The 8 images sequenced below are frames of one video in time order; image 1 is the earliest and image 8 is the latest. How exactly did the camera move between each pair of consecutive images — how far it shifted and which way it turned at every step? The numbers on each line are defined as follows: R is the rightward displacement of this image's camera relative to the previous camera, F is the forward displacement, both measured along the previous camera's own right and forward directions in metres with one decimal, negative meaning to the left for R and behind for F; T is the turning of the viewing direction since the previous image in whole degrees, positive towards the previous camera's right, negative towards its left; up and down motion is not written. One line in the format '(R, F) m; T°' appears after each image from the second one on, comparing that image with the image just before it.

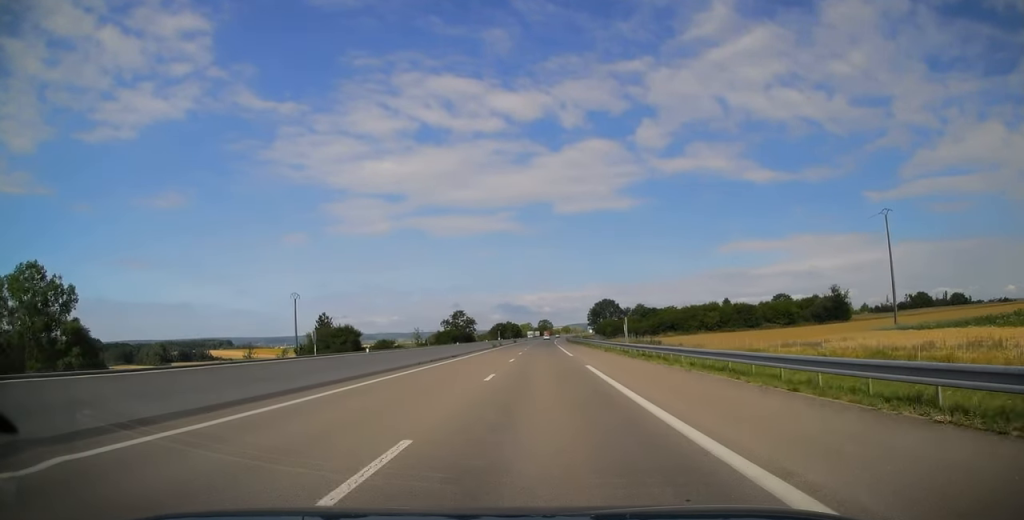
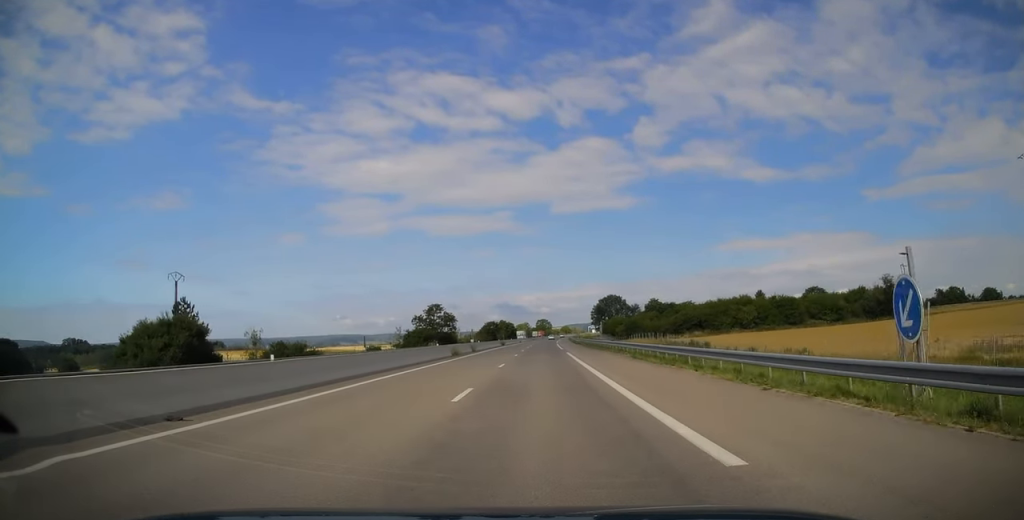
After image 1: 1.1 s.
(-0.1, +33.3) m; 0°
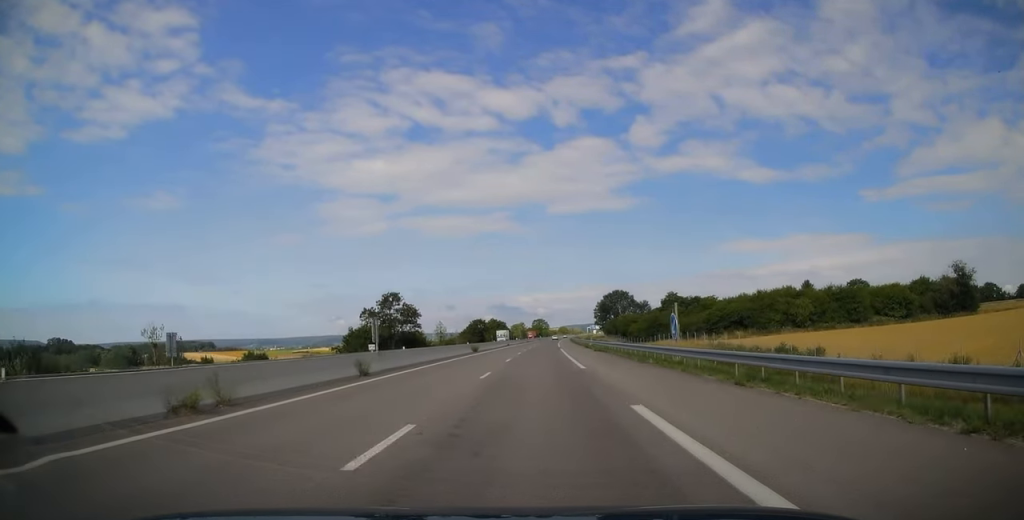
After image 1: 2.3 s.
(+0.2, +33.8) m; 0°
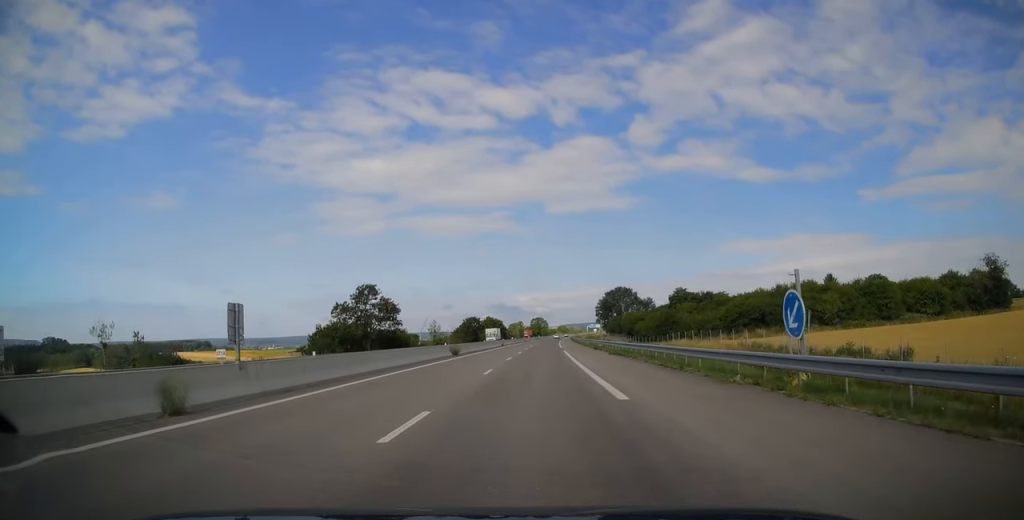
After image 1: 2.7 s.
(-0.1, +12.2) m; 0°
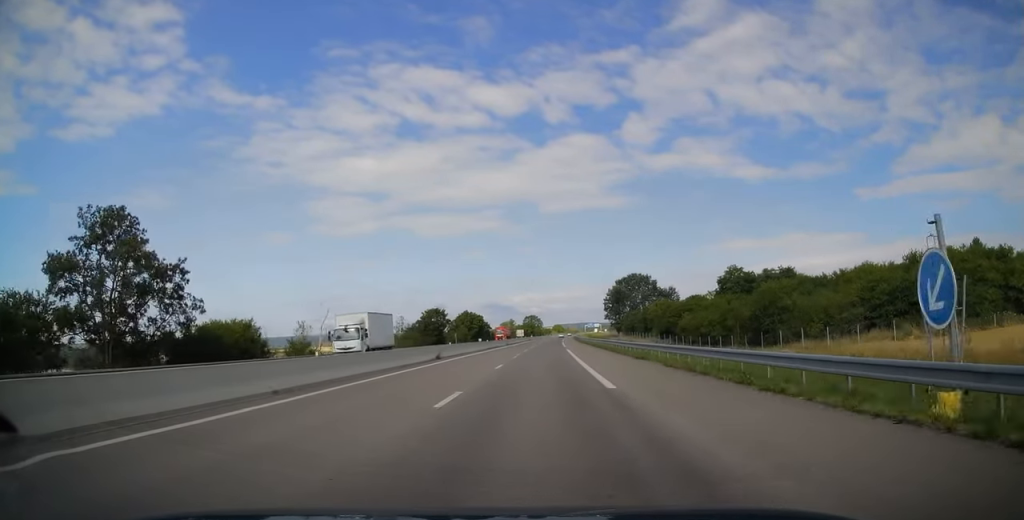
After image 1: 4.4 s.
(+0.2, +49.7) m; +2°
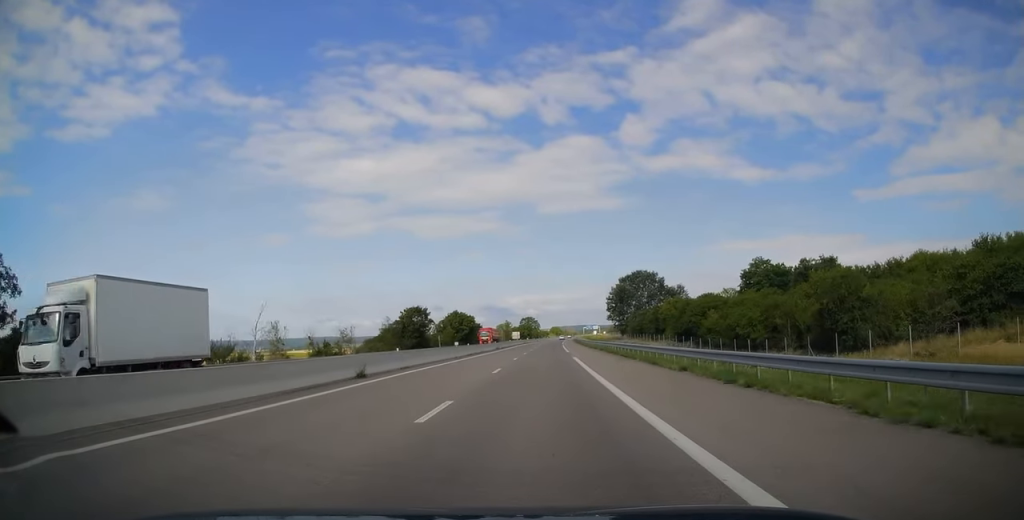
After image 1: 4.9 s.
(+0.2, +15.1) m; 0°
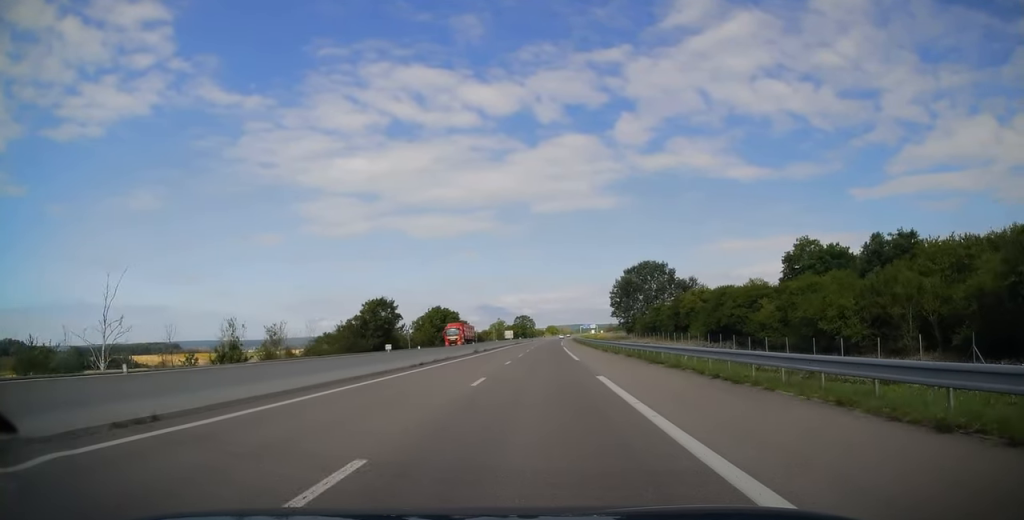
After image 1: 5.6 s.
(+0.1, +19.5) m; 0°
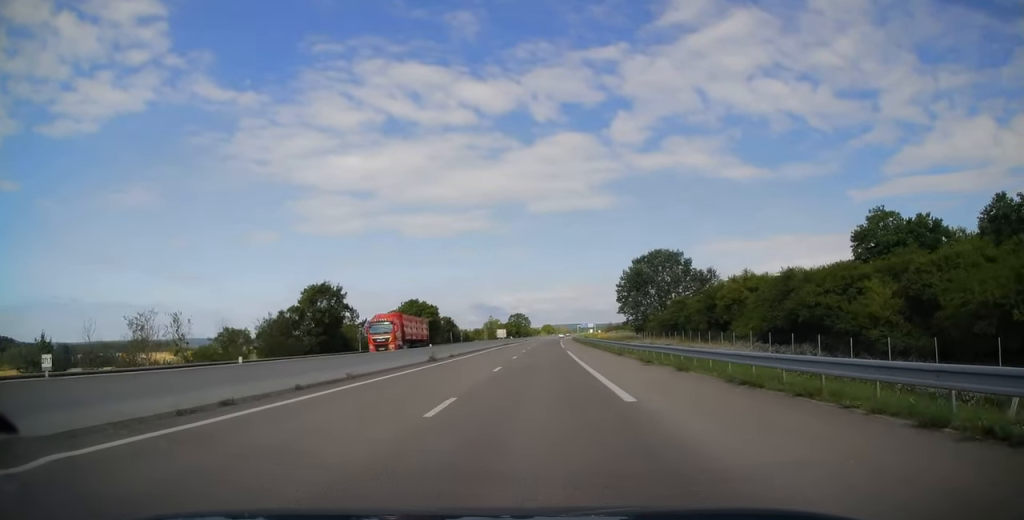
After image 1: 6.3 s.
(-0.3, +20.0) m; 0°
